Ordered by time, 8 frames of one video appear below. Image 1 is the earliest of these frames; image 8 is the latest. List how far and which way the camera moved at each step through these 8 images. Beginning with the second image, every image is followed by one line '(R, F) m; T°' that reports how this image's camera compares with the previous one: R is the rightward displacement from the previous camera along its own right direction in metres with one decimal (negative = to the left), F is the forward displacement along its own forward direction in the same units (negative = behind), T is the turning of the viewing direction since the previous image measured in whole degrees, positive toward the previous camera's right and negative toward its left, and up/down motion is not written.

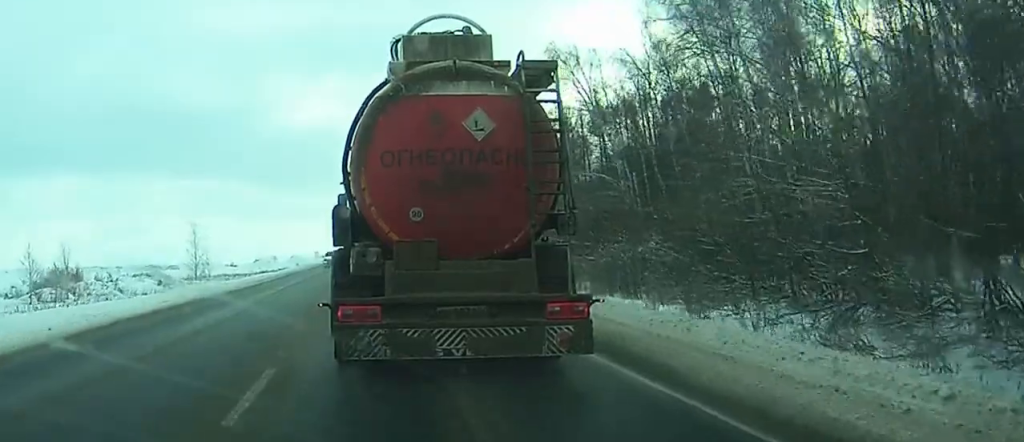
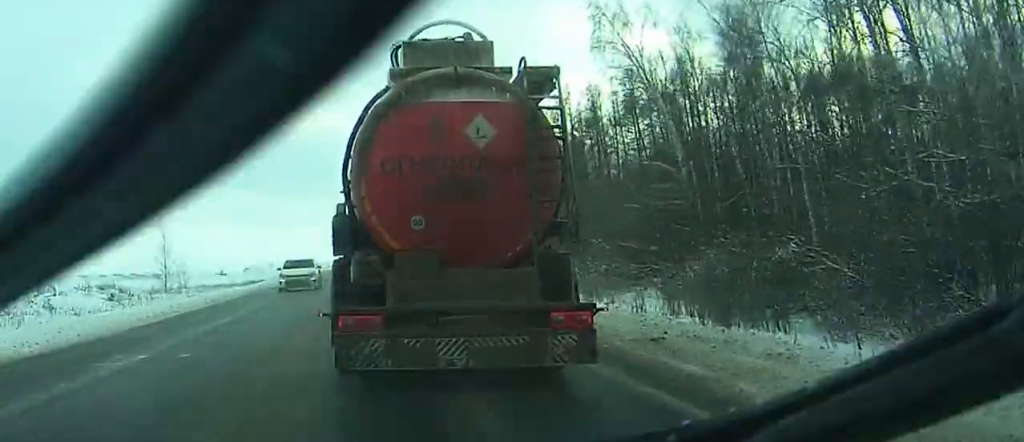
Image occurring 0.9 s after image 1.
(+0.3, +16.4) m; 0°
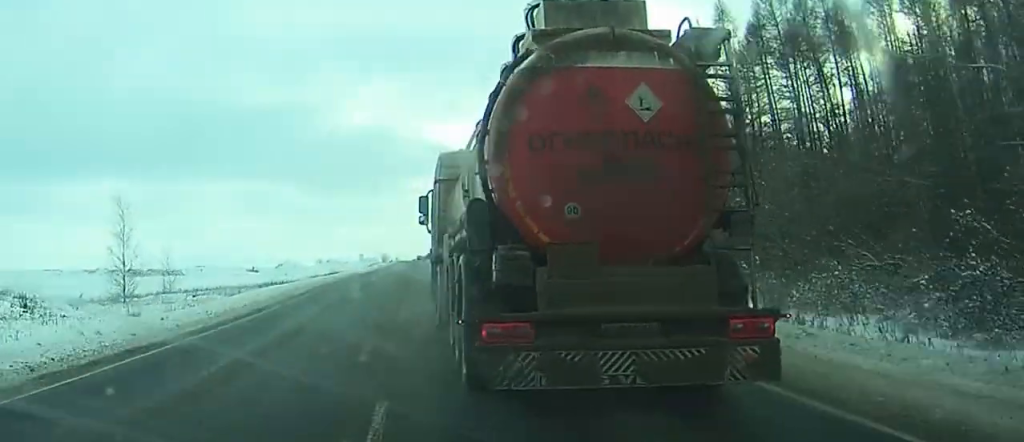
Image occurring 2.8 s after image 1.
(-1.7, +31.0) m; -6°
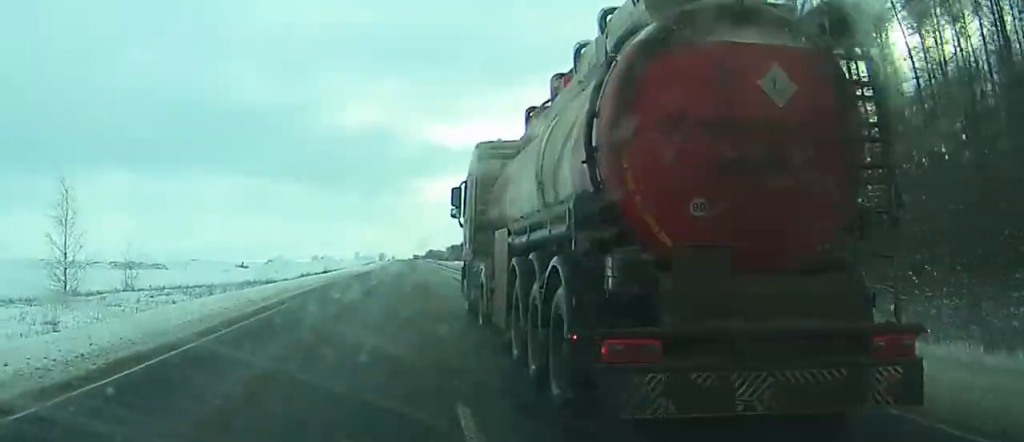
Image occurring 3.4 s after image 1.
(-0.4, +10.6) m; +1°
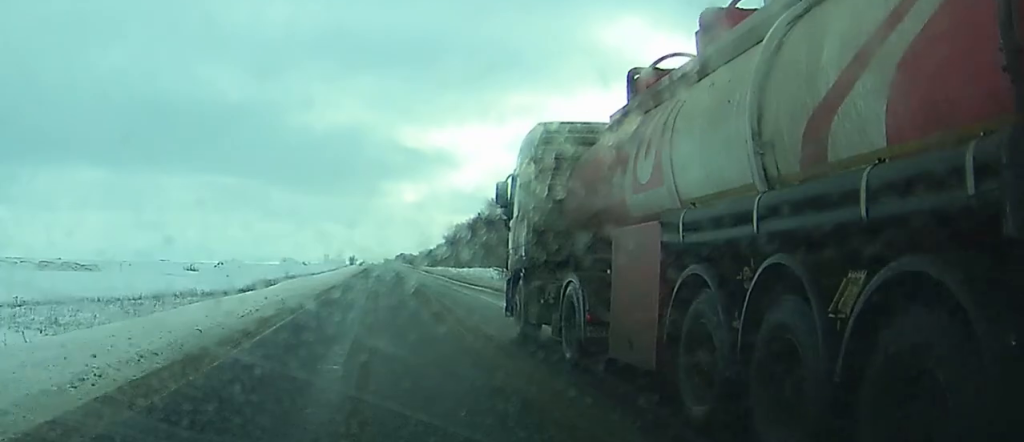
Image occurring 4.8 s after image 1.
(+0.6, +24.4) m; 0°
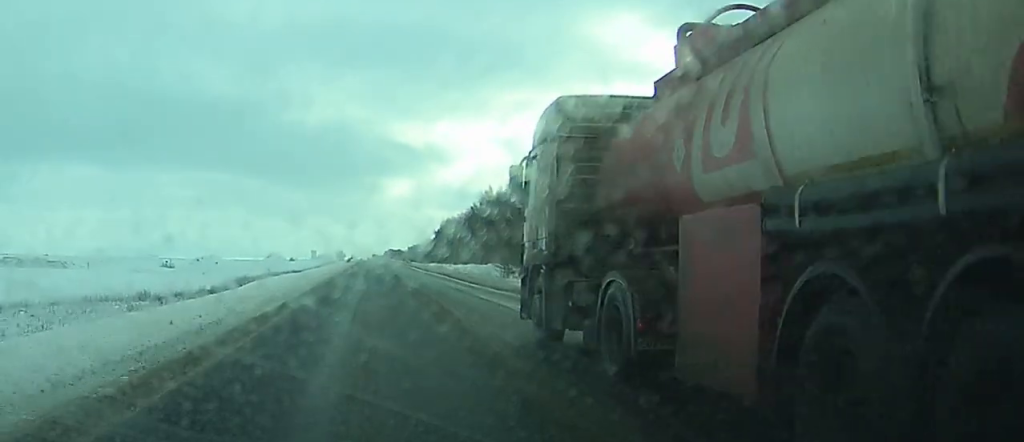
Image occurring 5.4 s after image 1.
(-0.4, +10.1) m; 0°
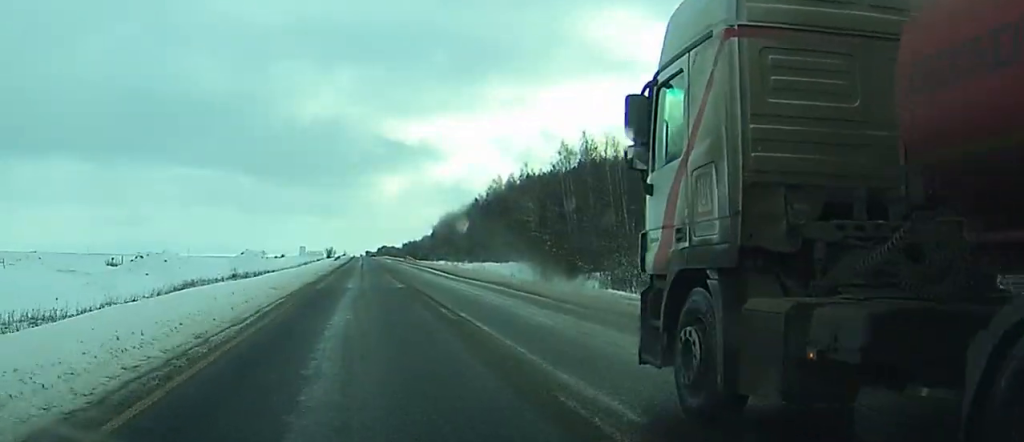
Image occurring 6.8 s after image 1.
(+0.3, +26.8) m; 0°
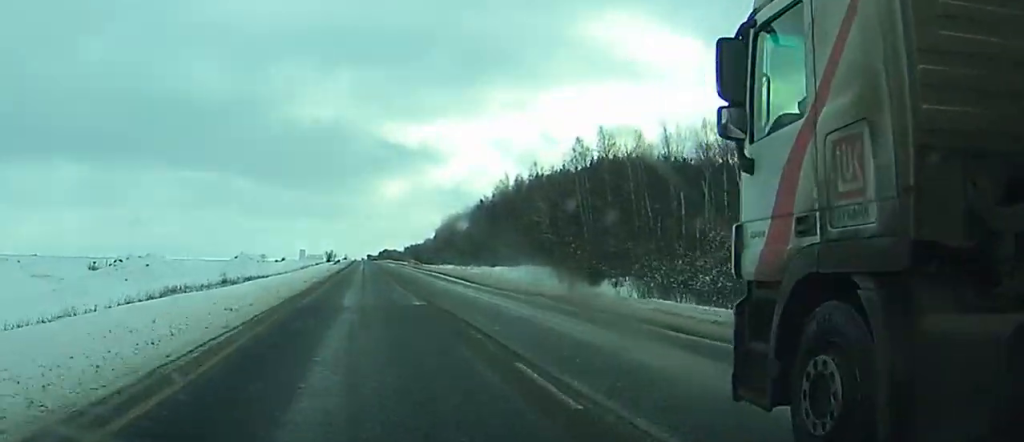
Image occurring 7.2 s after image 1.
(-0.3, +8.3) m; 0°
